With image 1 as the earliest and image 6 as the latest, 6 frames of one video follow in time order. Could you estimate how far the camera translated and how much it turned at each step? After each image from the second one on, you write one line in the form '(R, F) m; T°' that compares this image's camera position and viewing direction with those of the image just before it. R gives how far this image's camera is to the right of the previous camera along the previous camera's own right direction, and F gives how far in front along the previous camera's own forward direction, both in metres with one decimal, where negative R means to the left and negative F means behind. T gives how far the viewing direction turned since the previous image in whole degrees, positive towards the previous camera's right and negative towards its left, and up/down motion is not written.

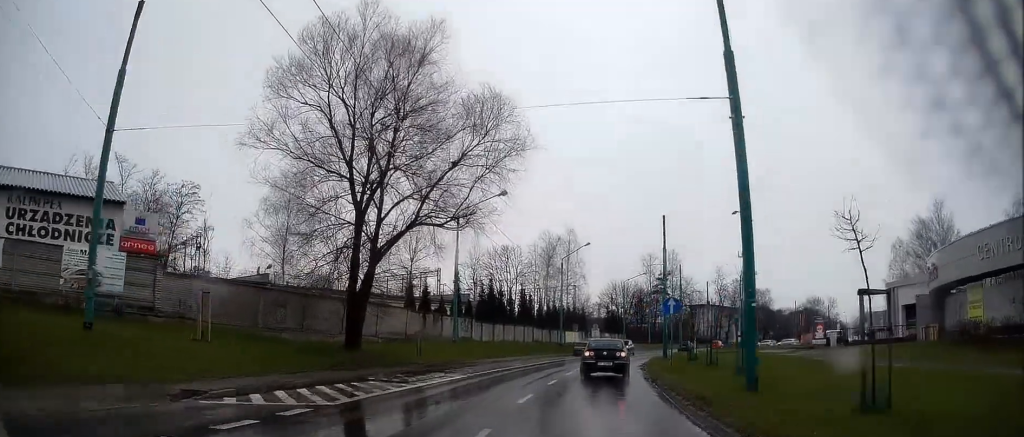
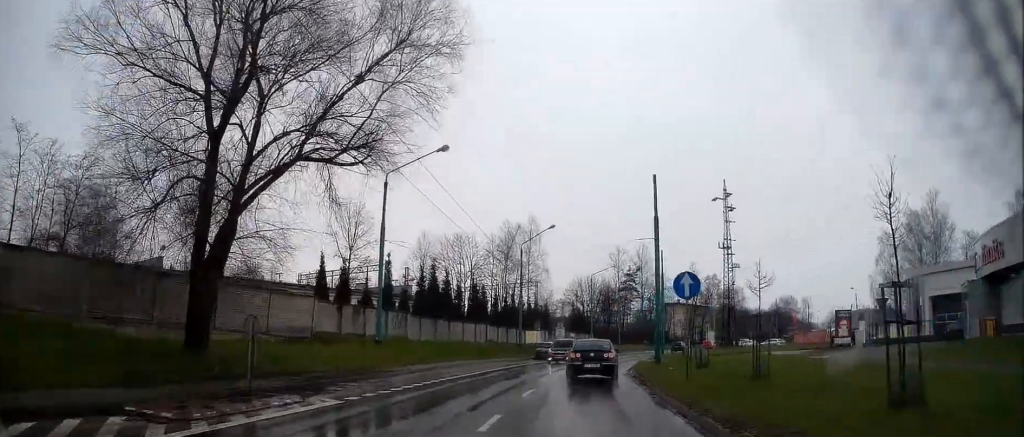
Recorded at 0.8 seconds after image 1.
(+0.2, +9.8) m; +3°
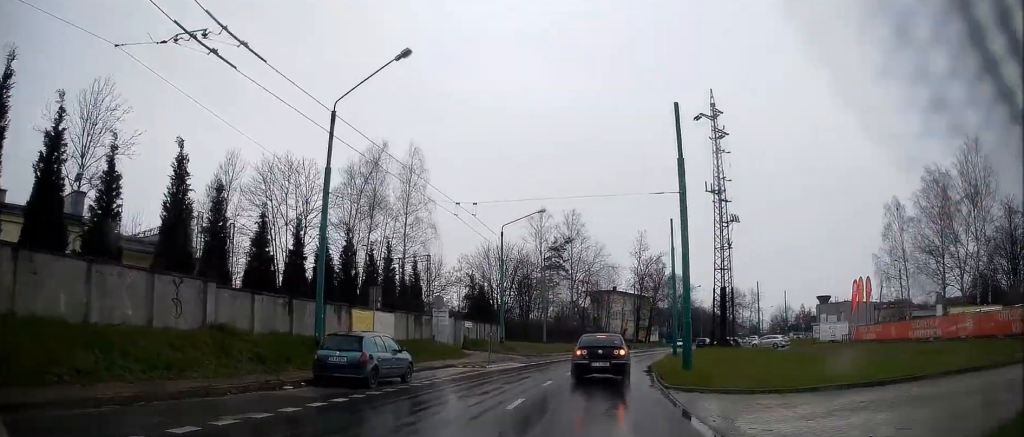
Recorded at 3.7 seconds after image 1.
(+2.2, +32.3) m; +8°
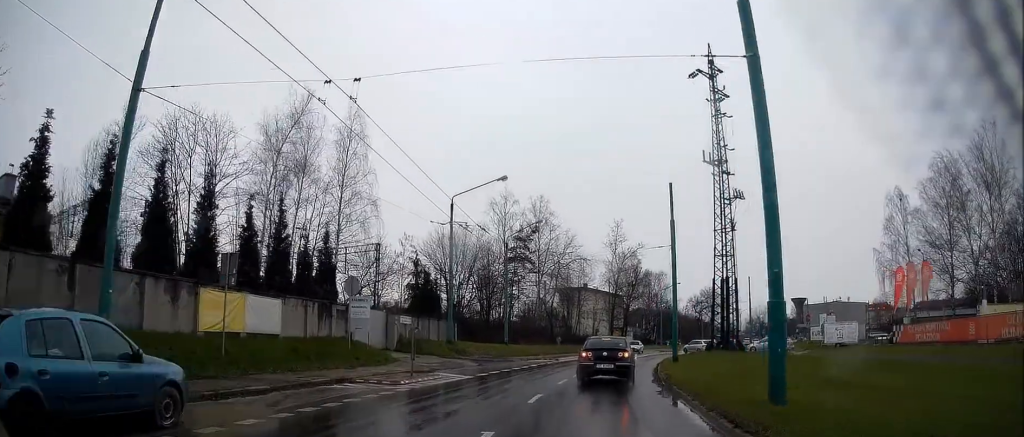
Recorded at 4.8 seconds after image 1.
(+0.3, +11.0) m; +3°
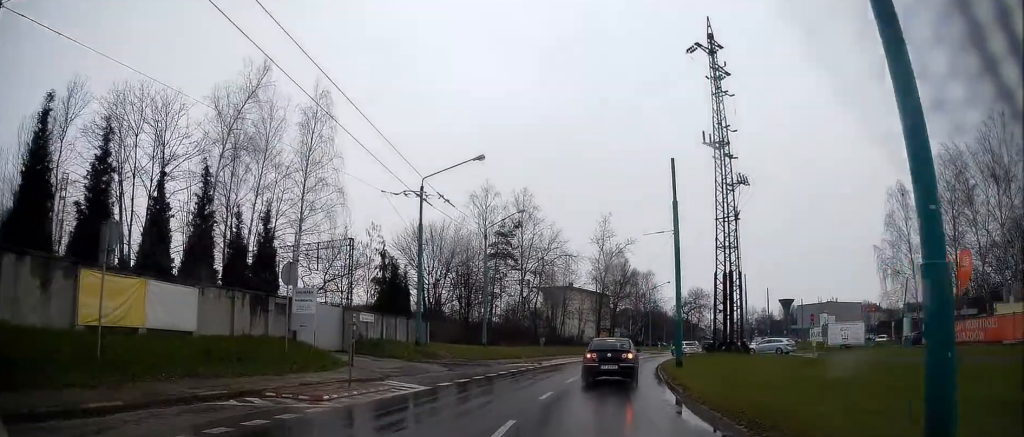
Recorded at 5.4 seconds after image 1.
(0.0, +5.1) m; +1°
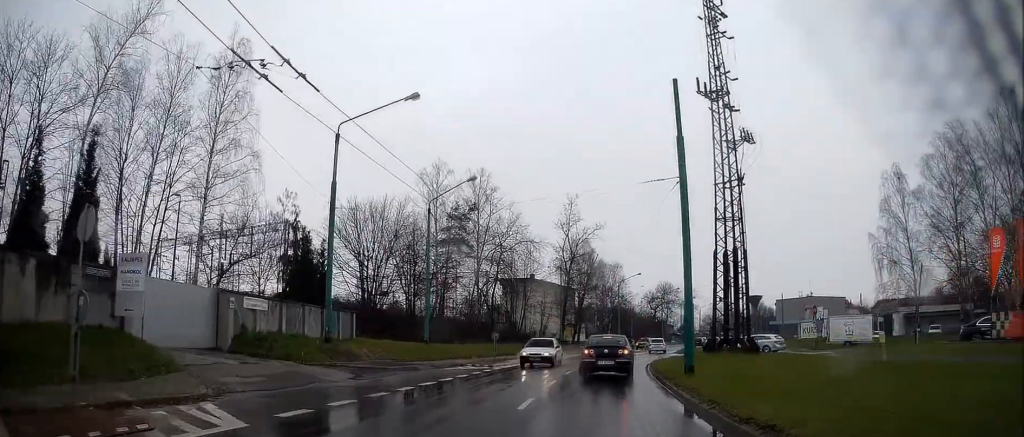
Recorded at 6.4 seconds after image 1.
(+0.3, +9.0) m; +3°
